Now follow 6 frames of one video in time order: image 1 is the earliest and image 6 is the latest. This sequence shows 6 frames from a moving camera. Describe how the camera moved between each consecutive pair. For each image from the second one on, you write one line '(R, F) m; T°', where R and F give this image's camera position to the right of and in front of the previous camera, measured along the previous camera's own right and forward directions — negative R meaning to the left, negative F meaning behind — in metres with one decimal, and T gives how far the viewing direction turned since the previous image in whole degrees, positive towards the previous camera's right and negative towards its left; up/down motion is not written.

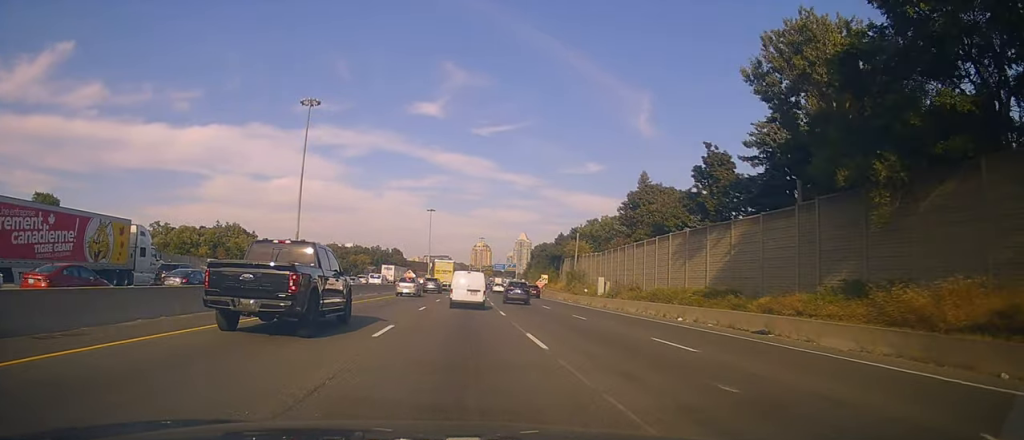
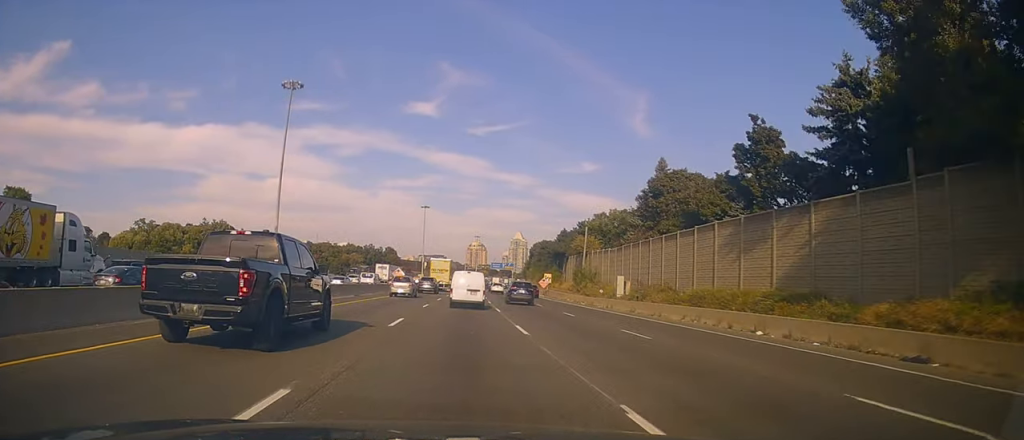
(+0.1, +8.6) m; +3°
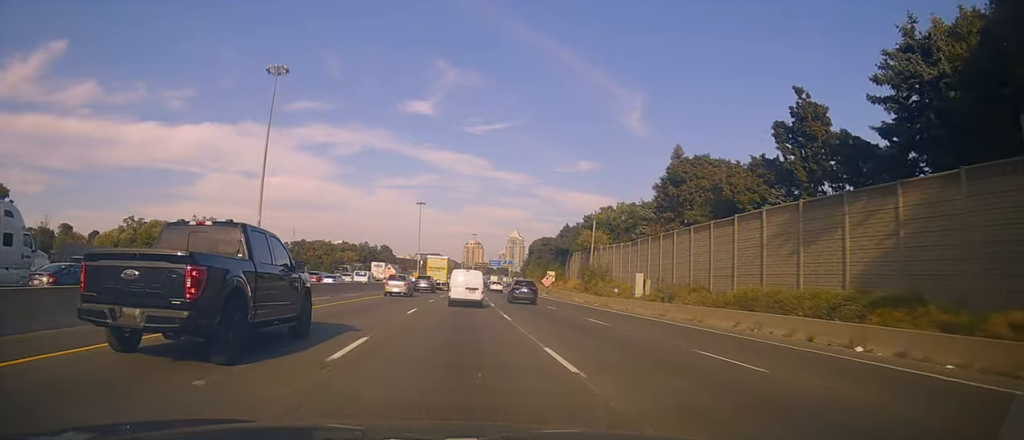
(+0.3, +6.6) m; 0°
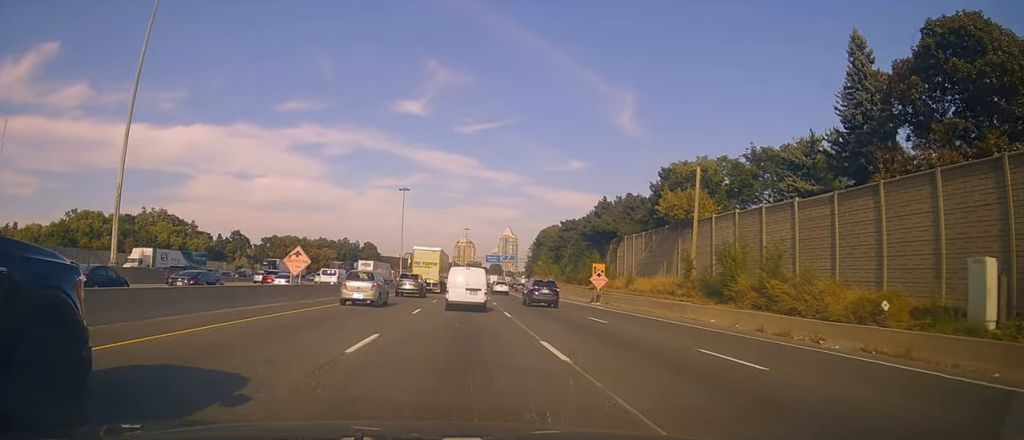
(0.0, +36.8) m; -1°
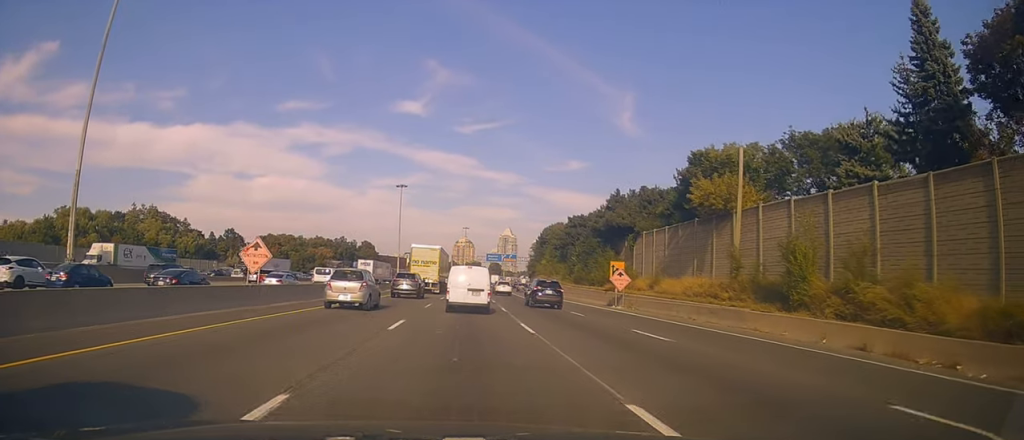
(-0.1, +7.2) m; -1°
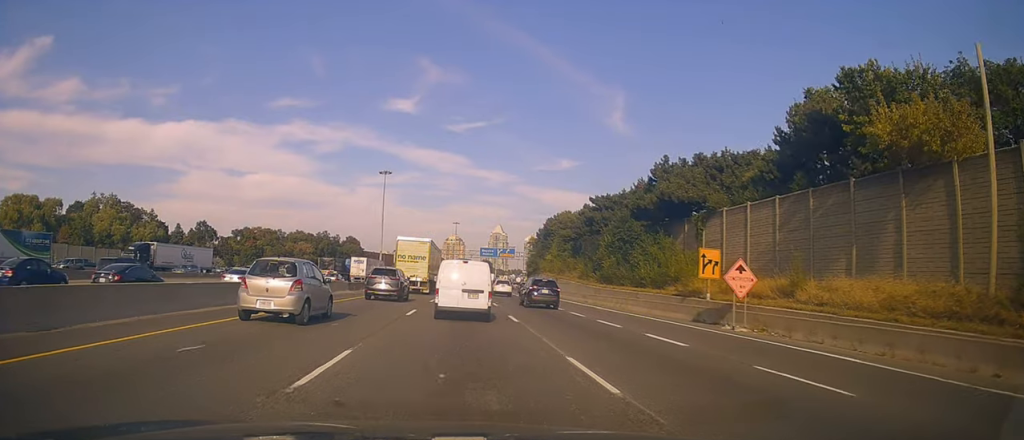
(+0.7, +21.9) m; +5°
